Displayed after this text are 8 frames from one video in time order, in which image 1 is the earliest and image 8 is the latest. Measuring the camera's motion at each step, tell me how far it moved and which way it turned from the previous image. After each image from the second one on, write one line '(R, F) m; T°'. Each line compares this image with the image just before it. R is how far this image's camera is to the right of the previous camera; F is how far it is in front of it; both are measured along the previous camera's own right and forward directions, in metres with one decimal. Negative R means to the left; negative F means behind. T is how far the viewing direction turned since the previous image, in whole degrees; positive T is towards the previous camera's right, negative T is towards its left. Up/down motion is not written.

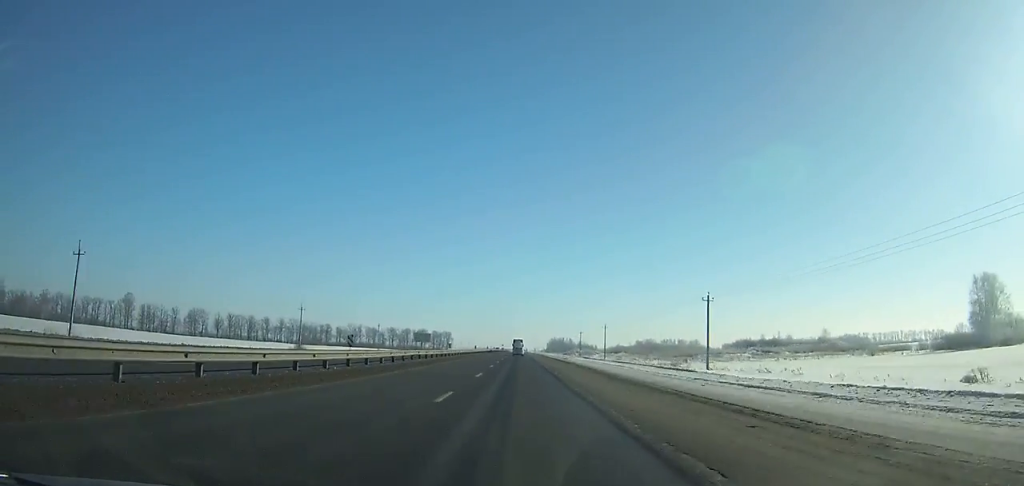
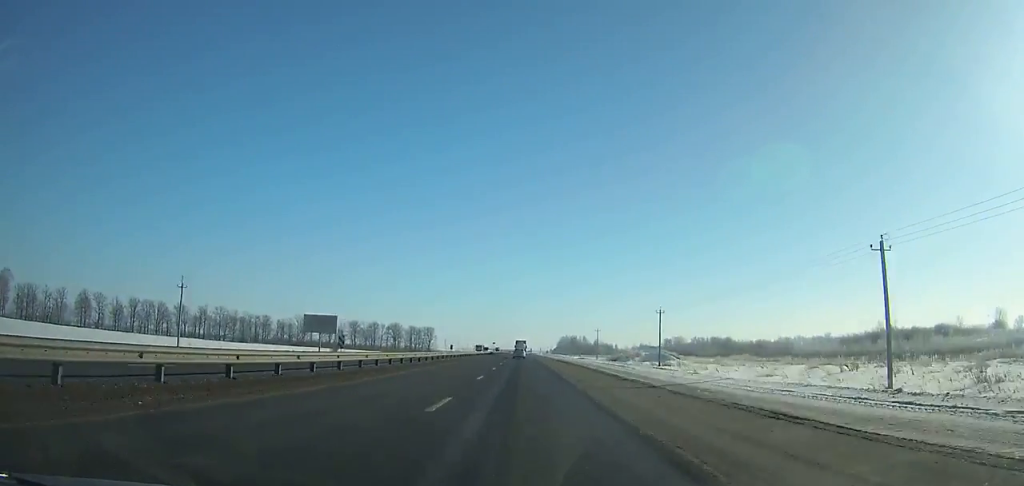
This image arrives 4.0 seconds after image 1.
(+0.2, +110.4) m; 0°
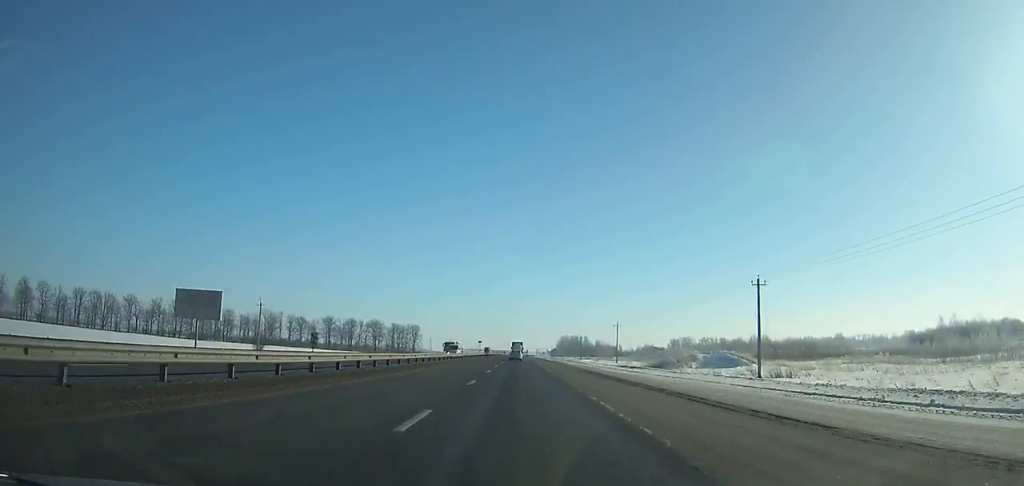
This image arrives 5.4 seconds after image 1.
(0.0, +38.9) m; 0°
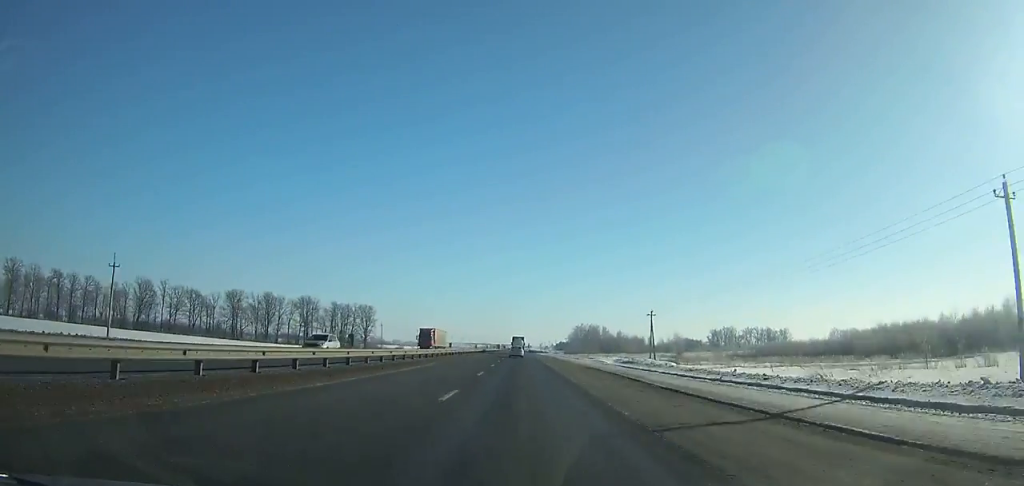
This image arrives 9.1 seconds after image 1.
(-0.1, +103.0) m; 0°
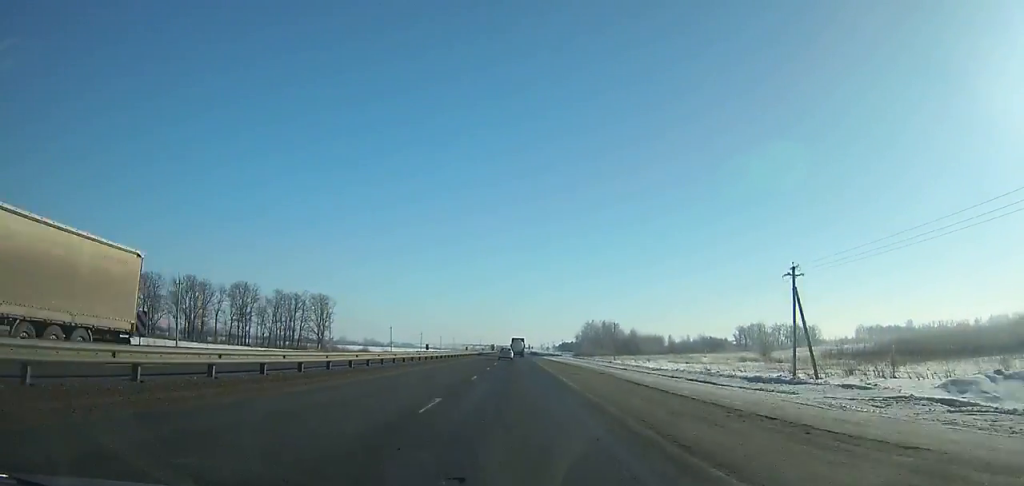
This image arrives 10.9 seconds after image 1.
(0.0, +50.0) m; 0°
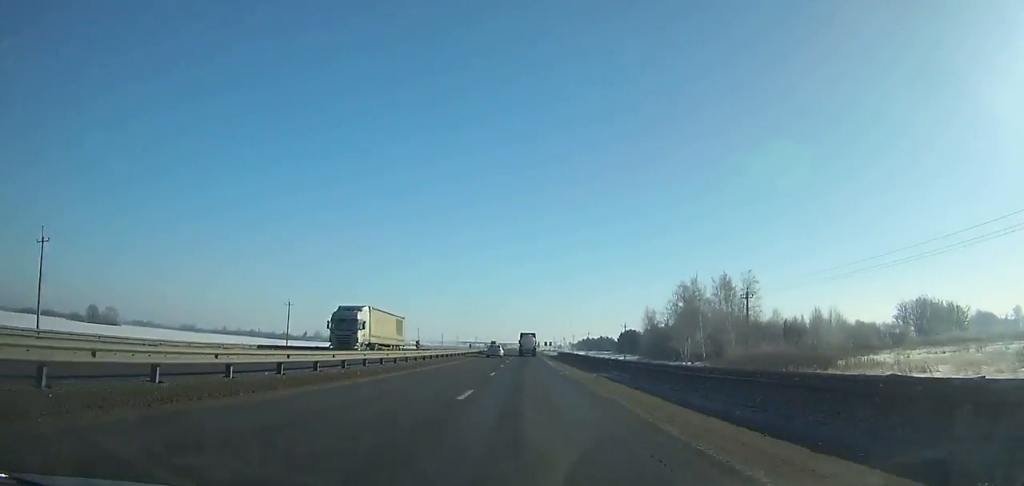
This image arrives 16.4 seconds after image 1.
(-0.3, +151.6) m; 0°
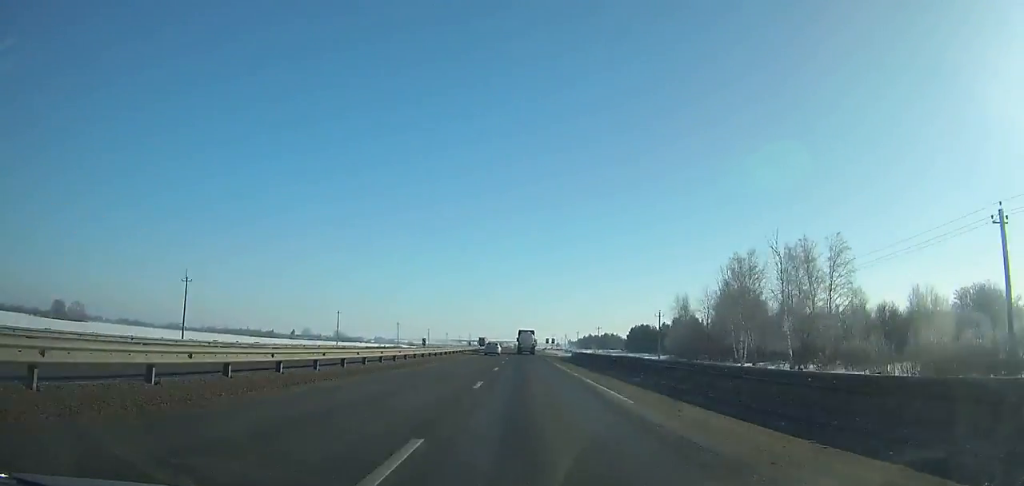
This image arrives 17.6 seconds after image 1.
(+0.1, +32.7) m; 0°
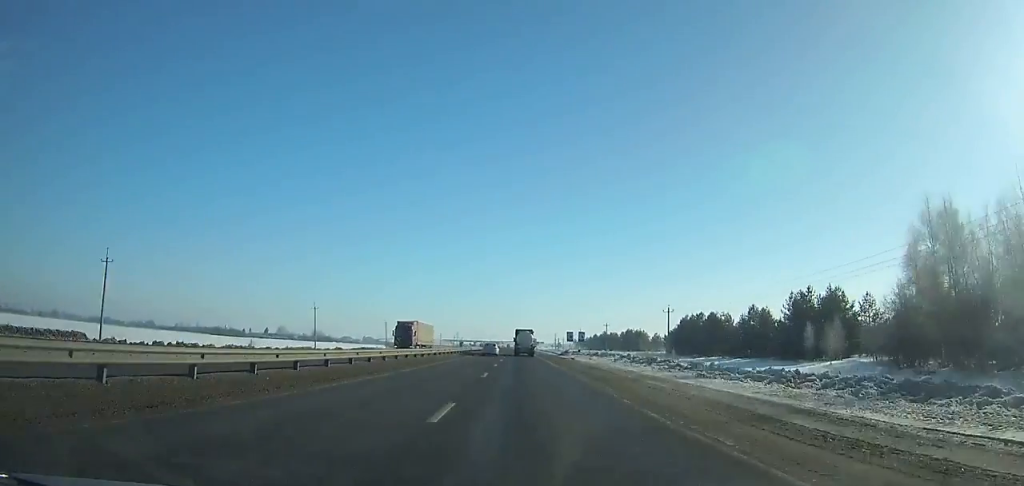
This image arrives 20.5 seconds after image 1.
(+0.2, +78.4) m; 0°
